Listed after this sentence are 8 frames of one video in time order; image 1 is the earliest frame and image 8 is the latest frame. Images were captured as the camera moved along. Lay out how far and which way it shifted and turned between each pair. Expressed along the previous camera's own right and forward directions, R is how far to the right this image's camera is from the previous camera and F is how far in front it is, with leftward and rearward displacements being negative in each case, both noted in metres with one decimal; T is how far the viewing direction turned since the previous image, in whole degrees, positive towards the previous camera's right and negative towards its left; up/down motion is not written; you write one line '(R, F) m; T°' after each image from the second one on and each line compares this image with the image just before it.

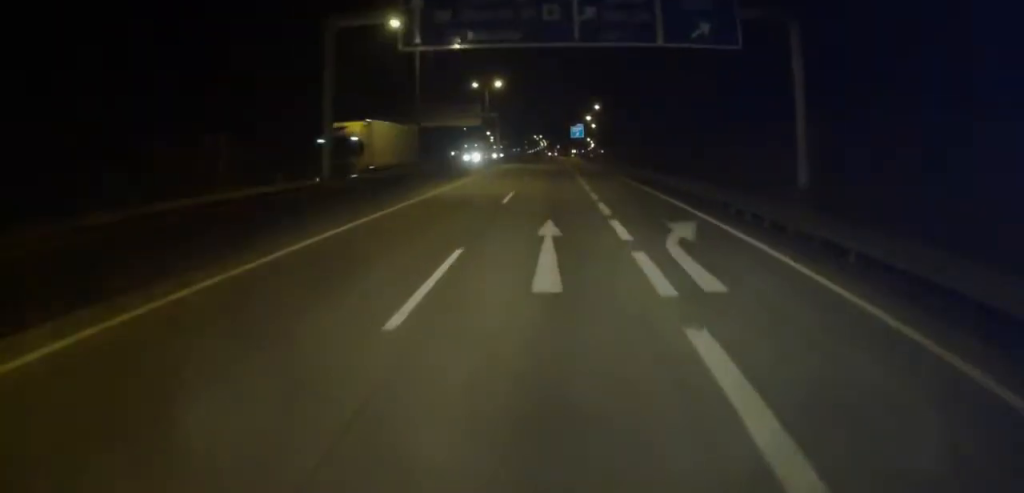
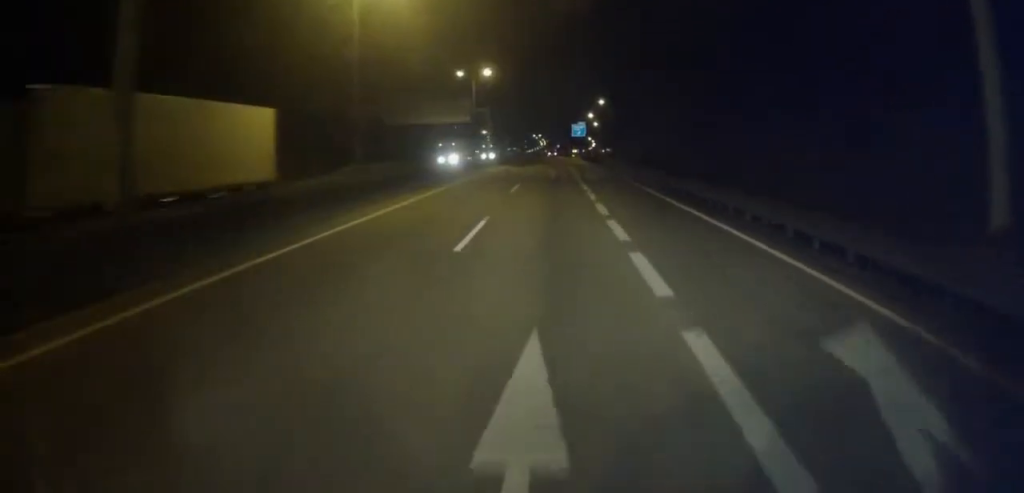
(+0.2, +11.6) m; +1°
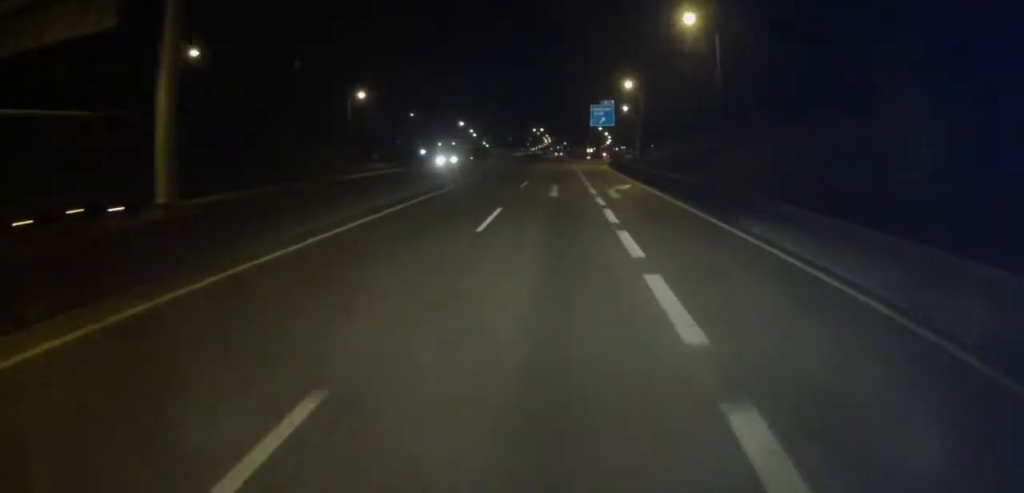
(-1.3, +62.0) m; -1°
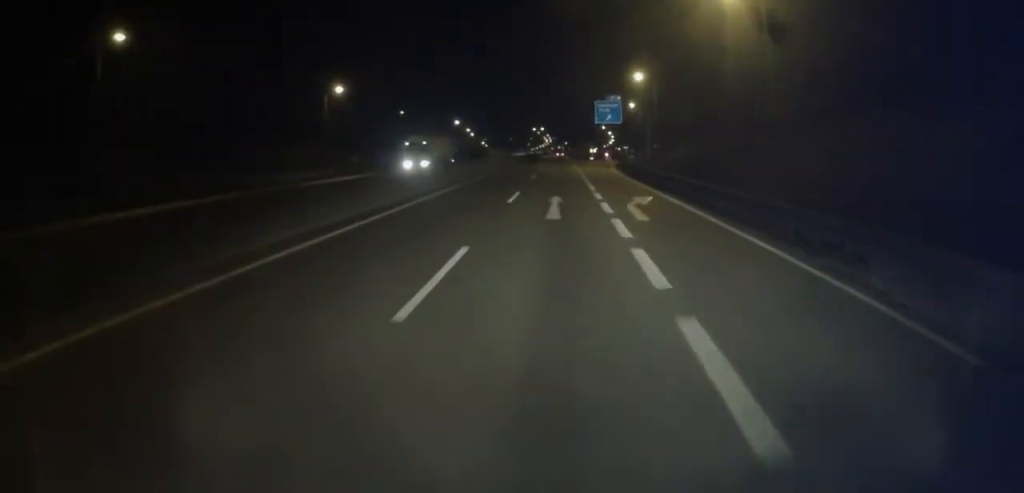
(0.0, +7.9) m; 0°
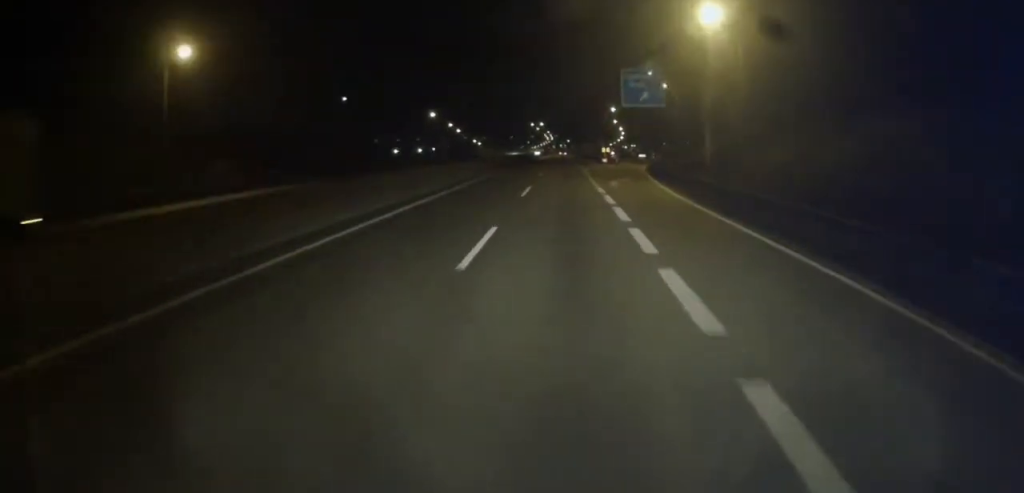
(-0.1, +32.6) m; -1°
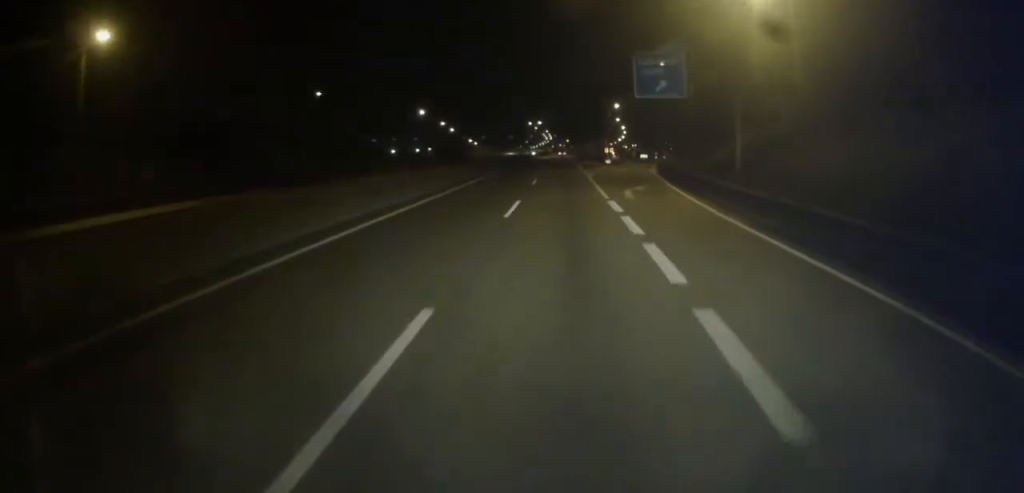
(0.0, +8.5) m; 0°
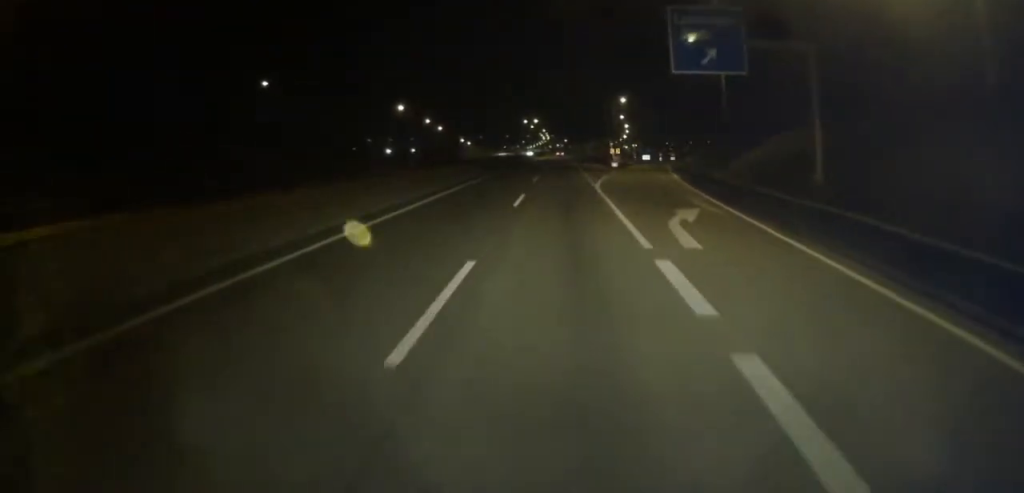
(-0.1, +13.1) m; 0°
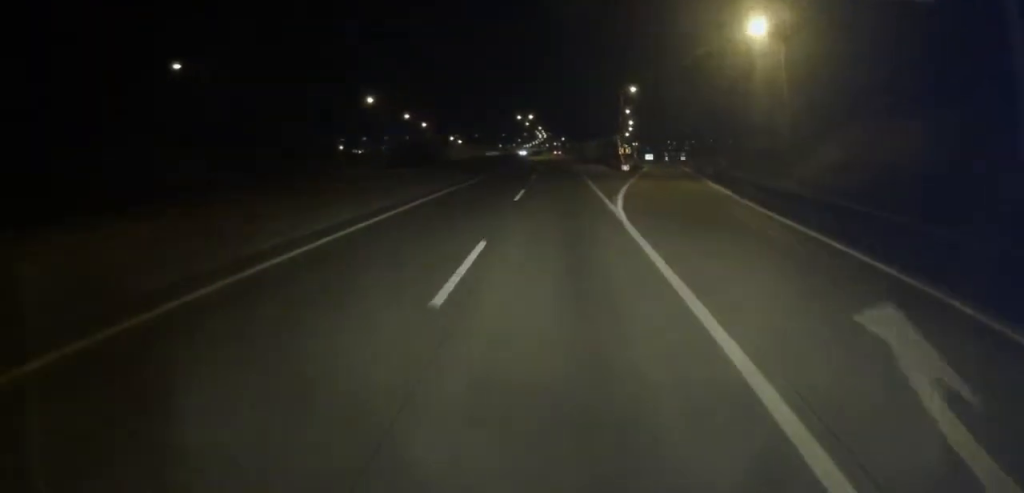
(0.0, +15.4) m; 0°
